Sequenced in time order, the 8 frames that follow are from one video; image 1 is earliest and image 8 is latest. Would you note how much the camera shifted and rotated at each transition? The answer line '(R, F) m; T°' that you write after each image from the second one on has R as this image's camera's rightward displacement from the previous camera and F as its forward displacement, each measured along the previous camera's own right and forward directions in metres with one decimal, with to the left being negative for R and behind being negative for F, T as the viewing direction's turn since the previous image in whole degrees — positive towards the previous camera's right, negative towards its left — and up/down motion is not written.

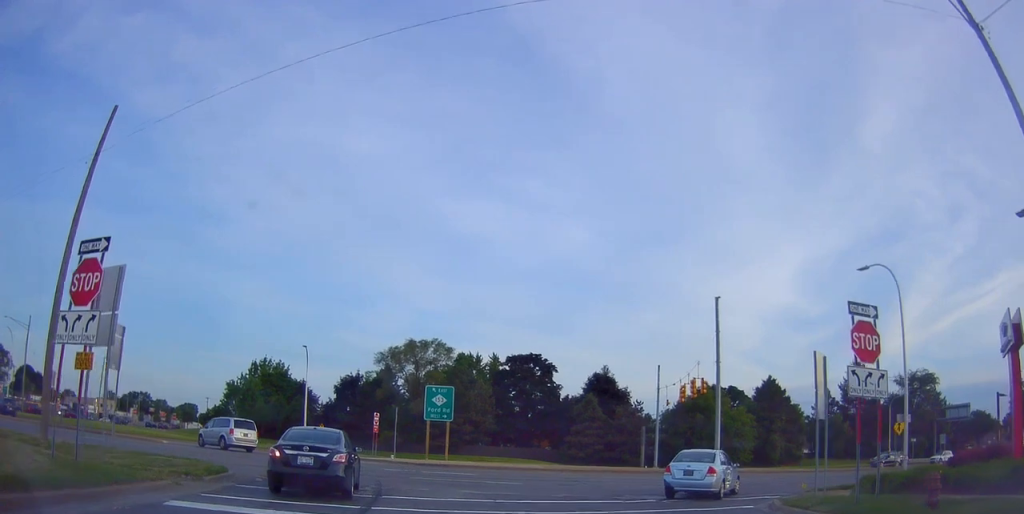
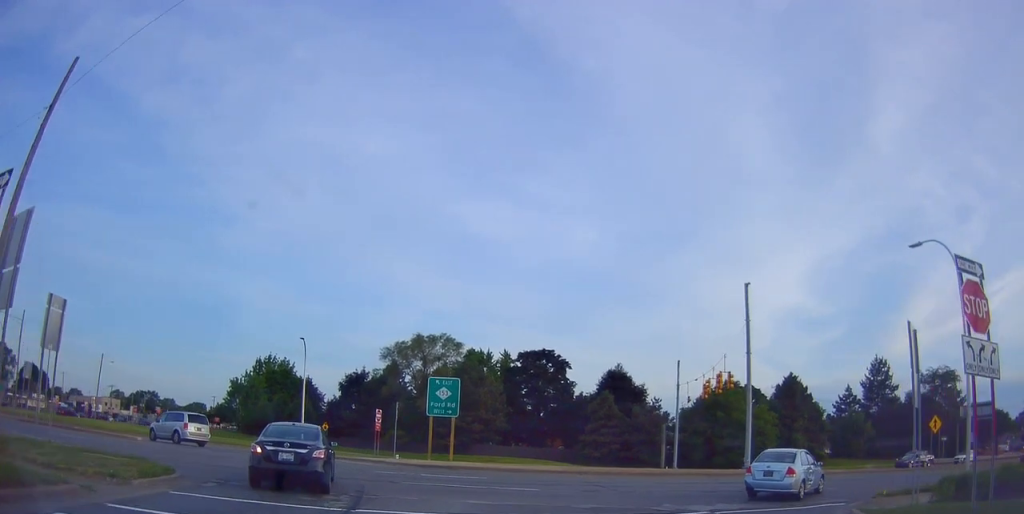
(-0.3, +4.1) m; +1°
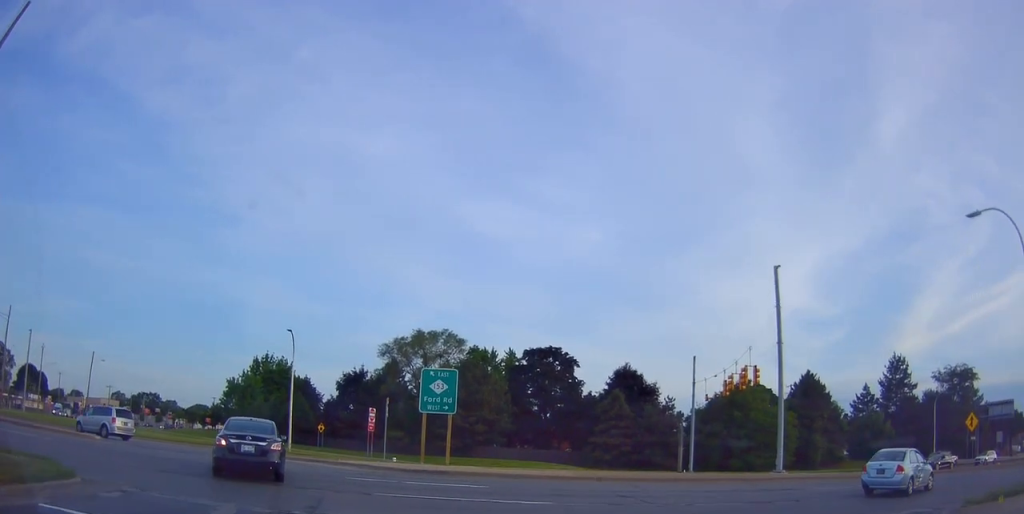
(+0.2, +5.0) m; +6°
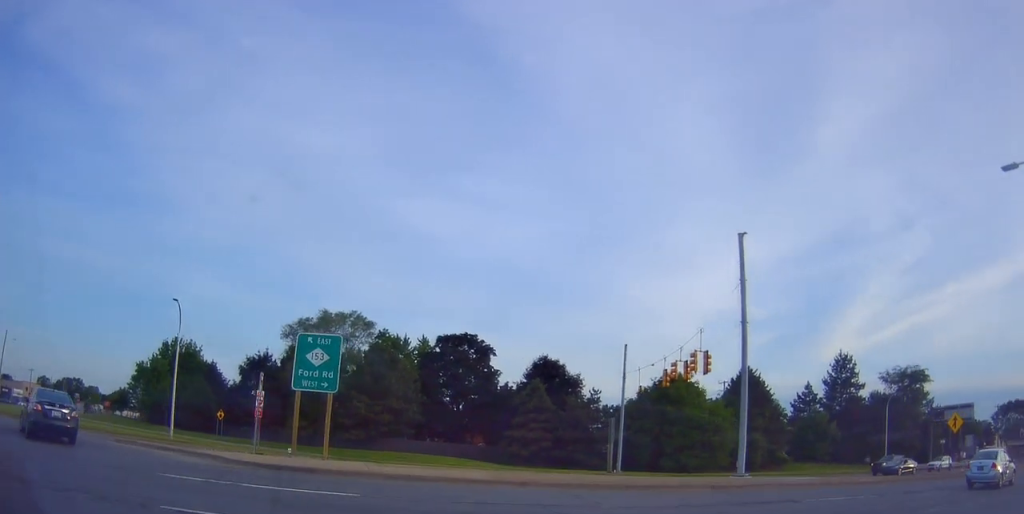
(+0.8, +6.7) m; +10°
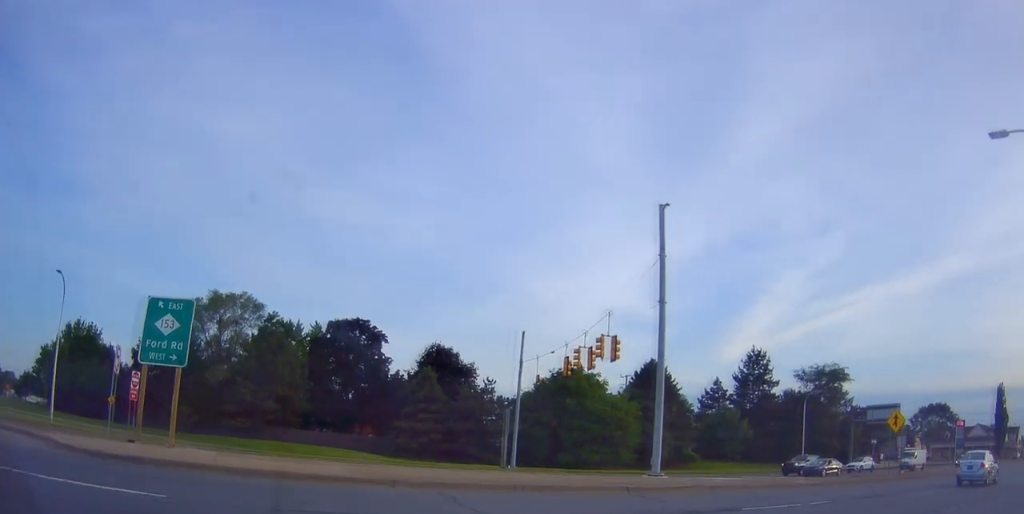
(+0.1, +3.1) m; +3°
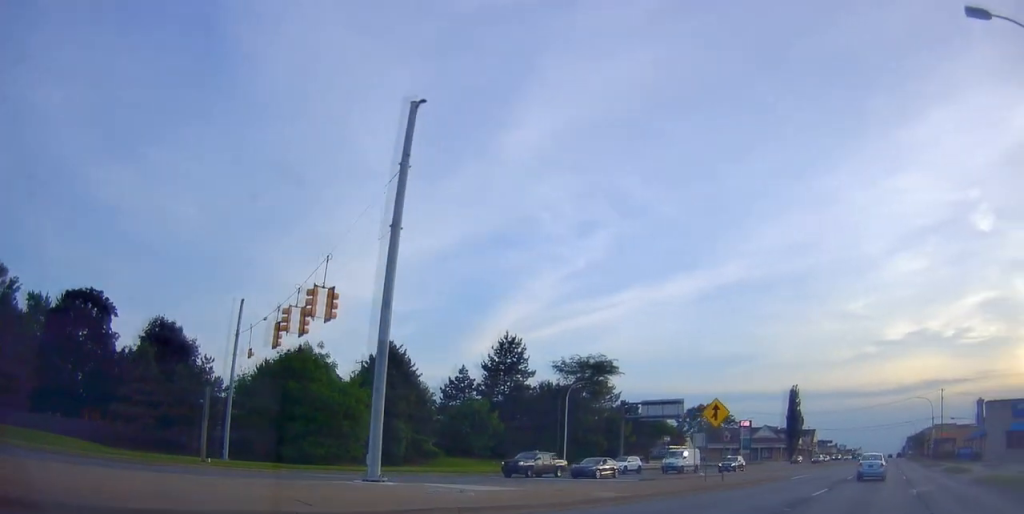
(+0.3, +6.9) m; +10°
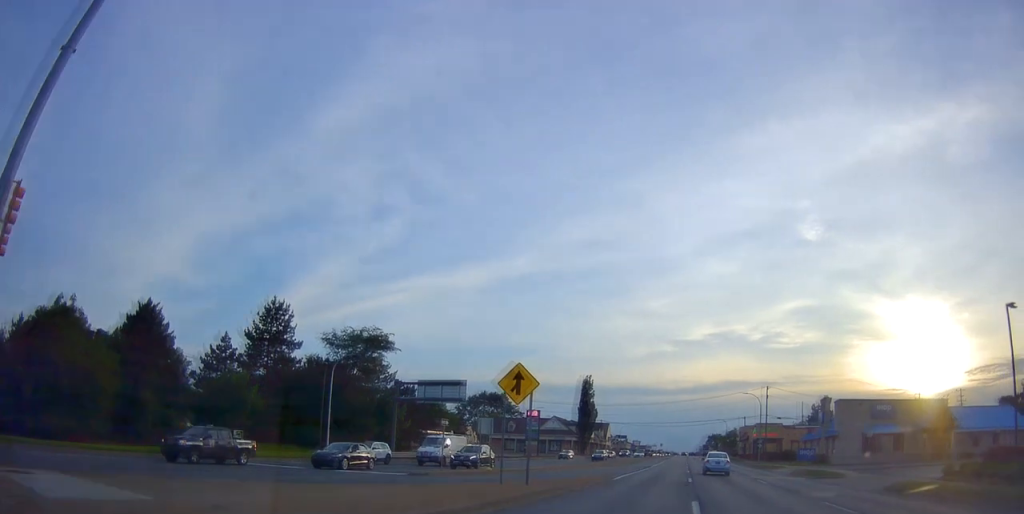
(+0.8, +6.9) m; +18°
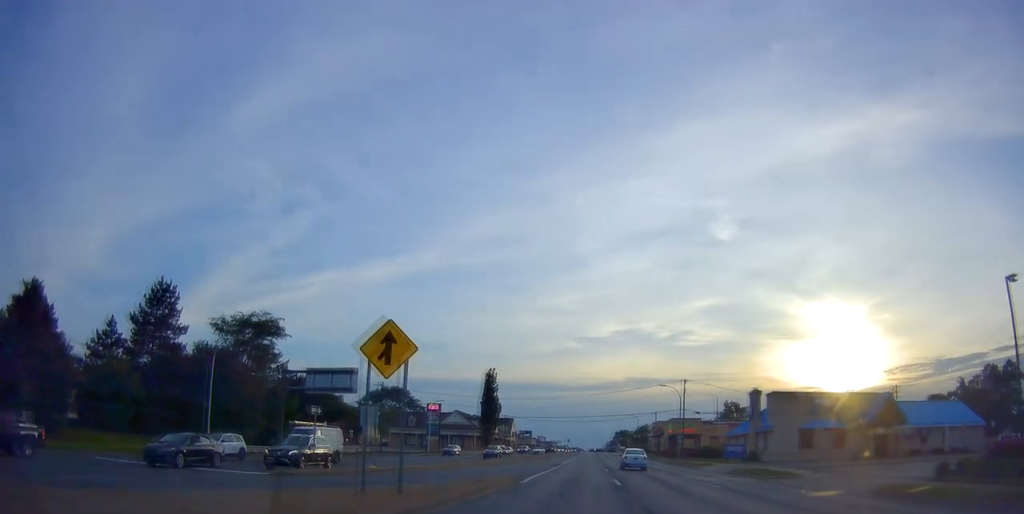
(+0.1, +4.5) m; +13°
